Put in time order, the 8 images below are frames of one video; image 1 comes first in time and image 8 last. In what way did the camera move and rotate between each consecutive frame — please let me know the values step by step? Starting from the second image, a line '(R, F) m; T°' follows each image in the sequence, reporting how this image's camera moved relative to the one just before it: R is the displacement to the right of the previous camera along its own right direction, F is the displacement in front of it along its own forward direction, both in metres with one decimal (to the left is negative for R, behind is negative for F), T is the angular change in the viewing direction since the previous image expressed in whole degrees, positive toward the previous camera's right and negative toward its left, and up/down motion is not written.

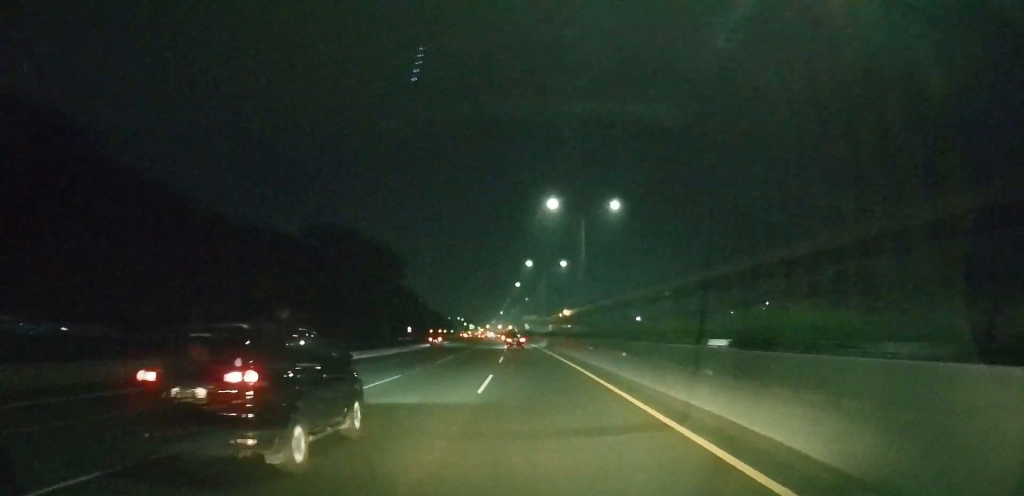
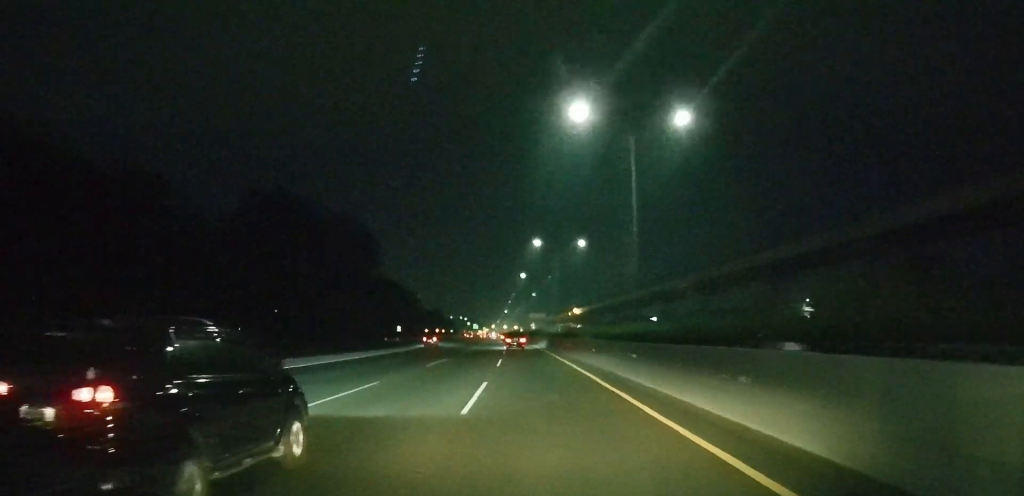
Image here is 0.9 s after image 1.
(-0.2, +26.6) m; -1°
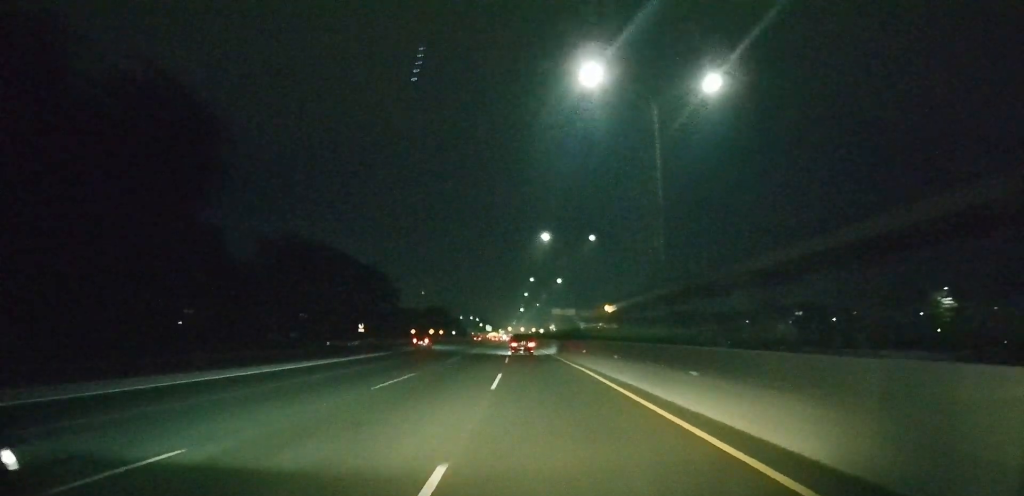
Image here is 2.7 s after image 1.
(-0.8, +61.6) m; -1°
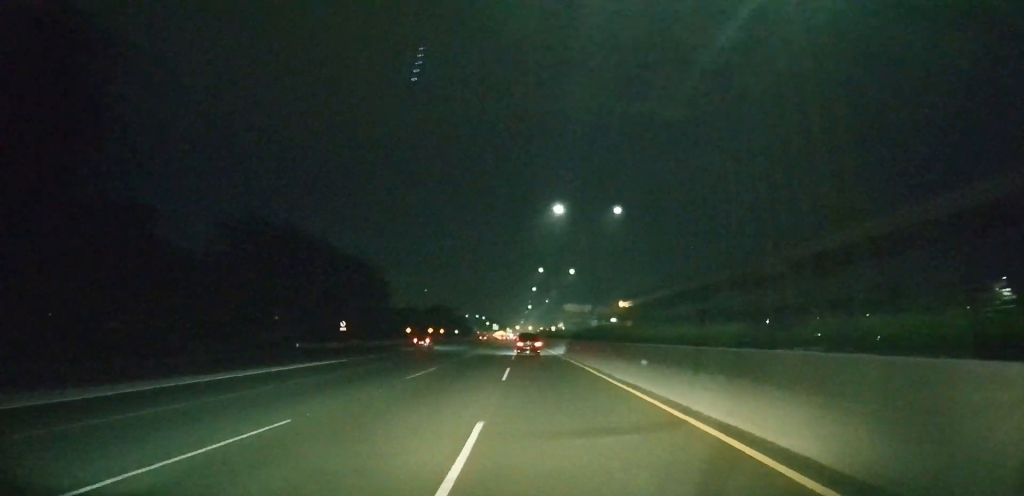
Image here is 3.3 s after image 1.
(0.0, +20.1) m; 0°
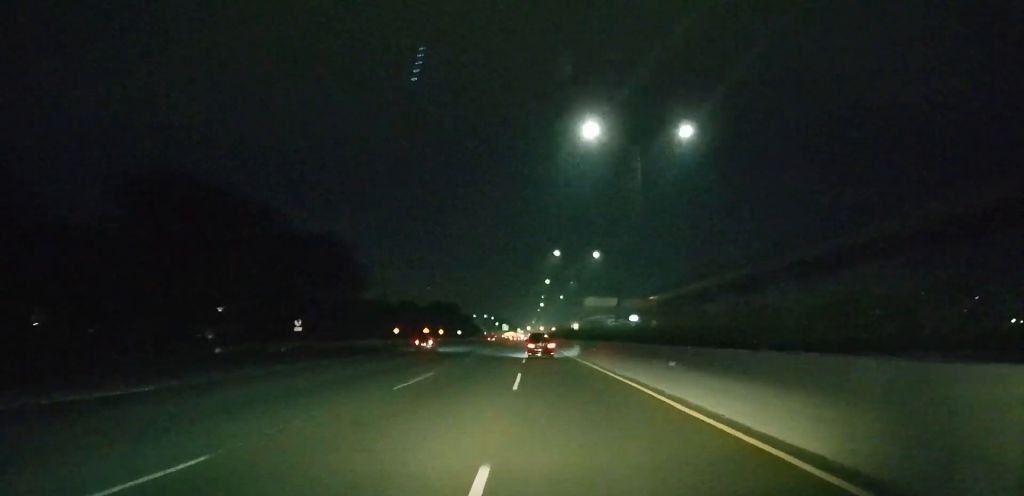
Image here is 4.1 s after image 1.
(-0.2, +27.2) m; -1°
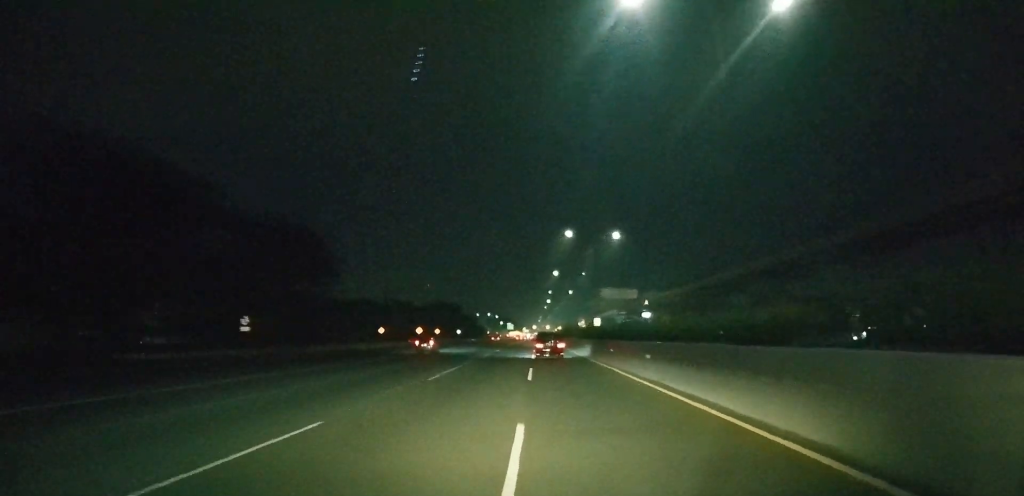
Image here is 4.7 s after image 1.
(-0.1, +17.8) m; -1°
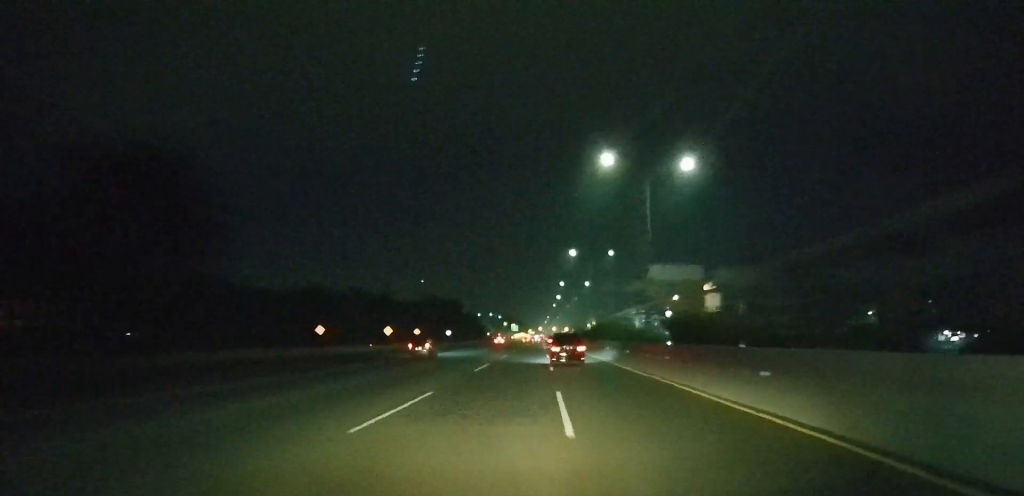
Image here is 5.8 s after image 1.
(-0.3, +33.4) m; -1°
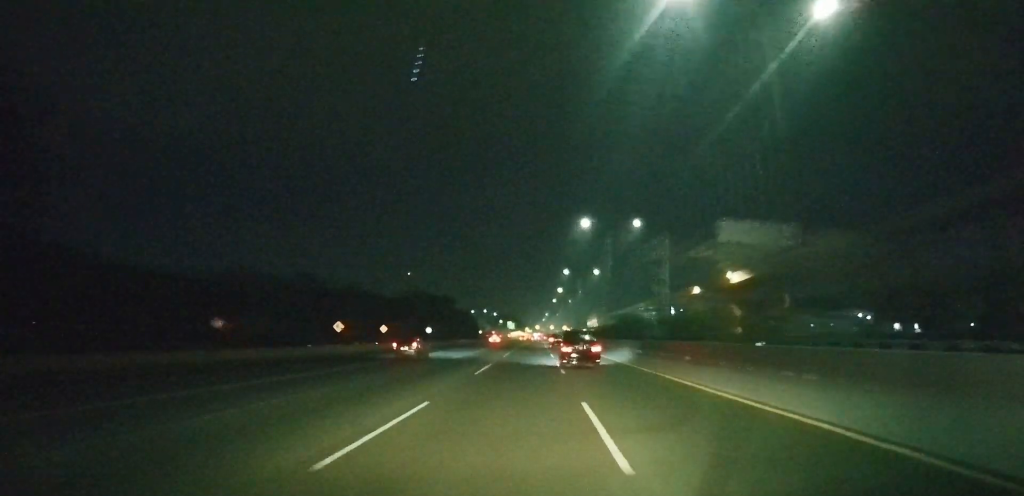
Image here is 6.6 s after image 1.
(-0.1, +23.6) m; 0°
